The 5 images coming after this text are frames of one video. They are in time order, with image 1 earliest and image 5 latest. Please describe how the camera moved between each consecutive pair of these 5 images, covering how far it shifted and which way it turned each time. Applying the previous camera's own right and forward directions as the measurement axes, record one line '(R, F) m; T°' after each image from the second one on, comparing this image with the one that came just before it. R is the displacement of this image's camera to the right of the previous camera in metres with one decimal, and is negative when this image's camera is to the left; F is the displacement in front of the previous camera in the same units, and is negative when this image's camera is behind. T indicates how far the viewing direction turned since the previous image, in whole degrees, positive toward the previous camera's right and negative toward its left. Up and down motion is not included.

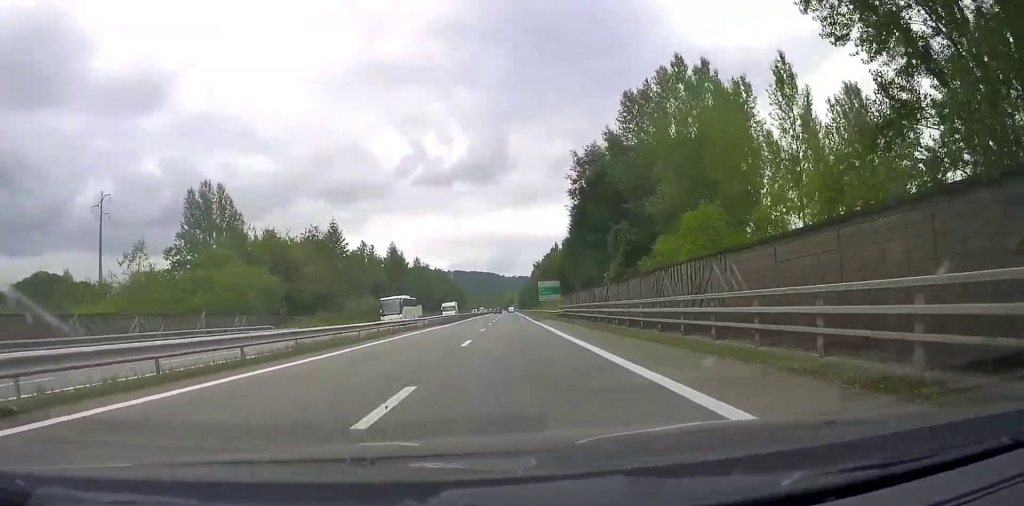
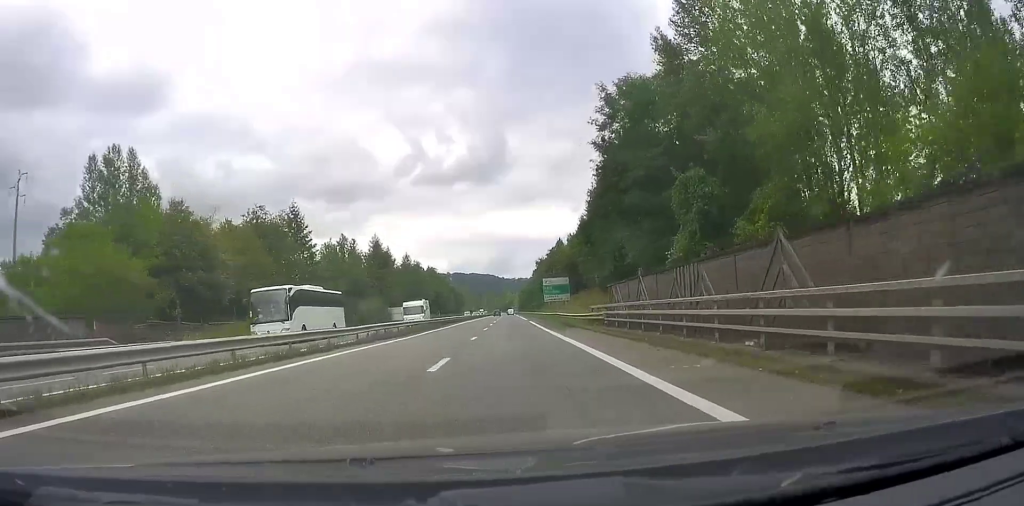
(-0.3, +20.7) m; -1°
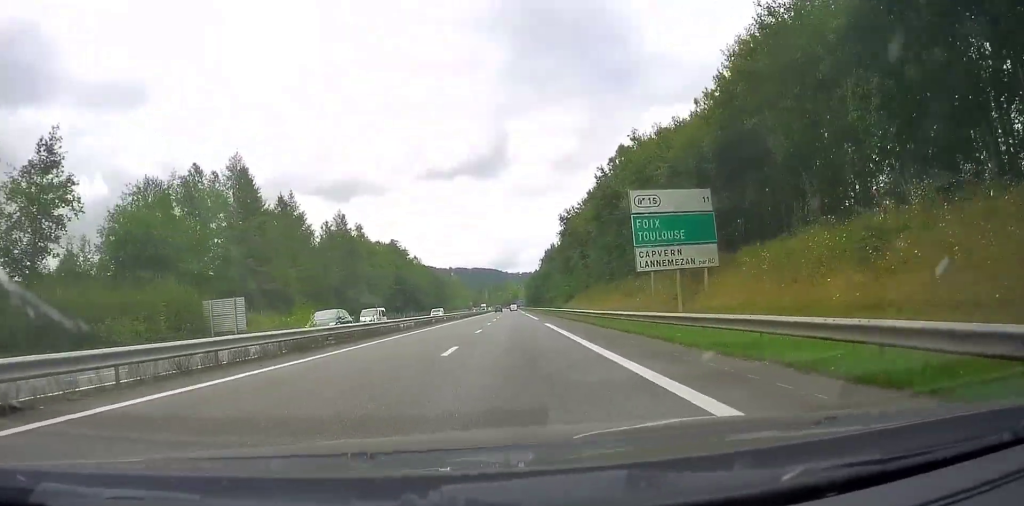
(-0.5, +76.1) m; 0°
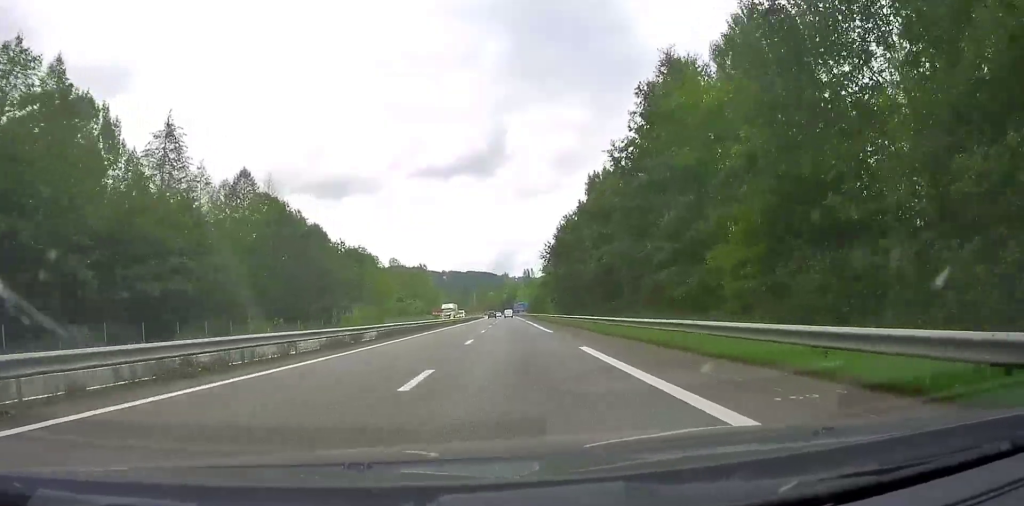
(+0.1, +130.2) m; 0°
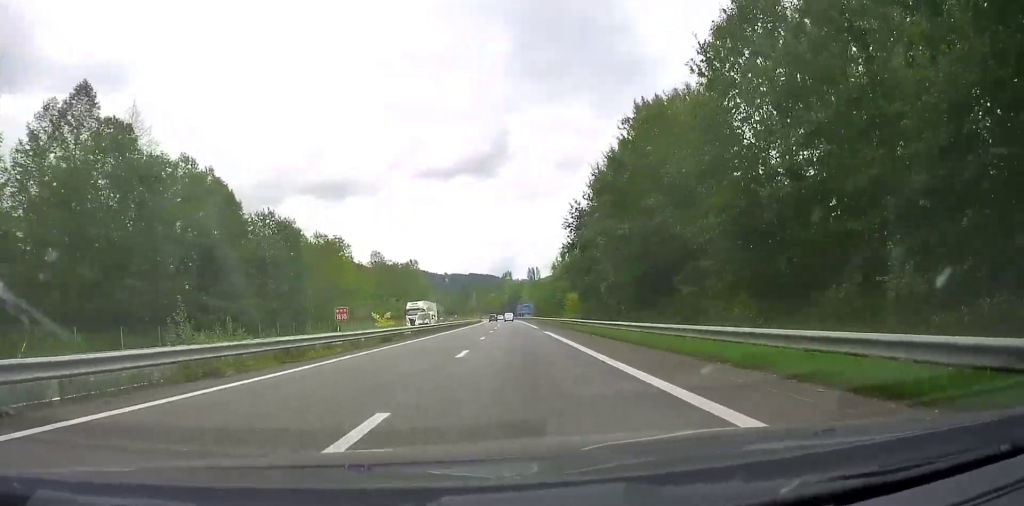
(0.0, +35.1) m; 0°
